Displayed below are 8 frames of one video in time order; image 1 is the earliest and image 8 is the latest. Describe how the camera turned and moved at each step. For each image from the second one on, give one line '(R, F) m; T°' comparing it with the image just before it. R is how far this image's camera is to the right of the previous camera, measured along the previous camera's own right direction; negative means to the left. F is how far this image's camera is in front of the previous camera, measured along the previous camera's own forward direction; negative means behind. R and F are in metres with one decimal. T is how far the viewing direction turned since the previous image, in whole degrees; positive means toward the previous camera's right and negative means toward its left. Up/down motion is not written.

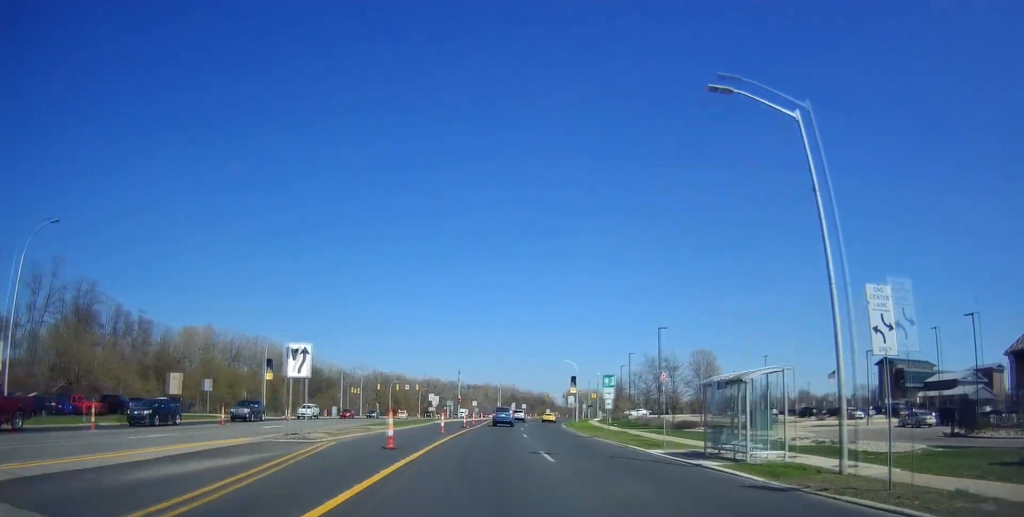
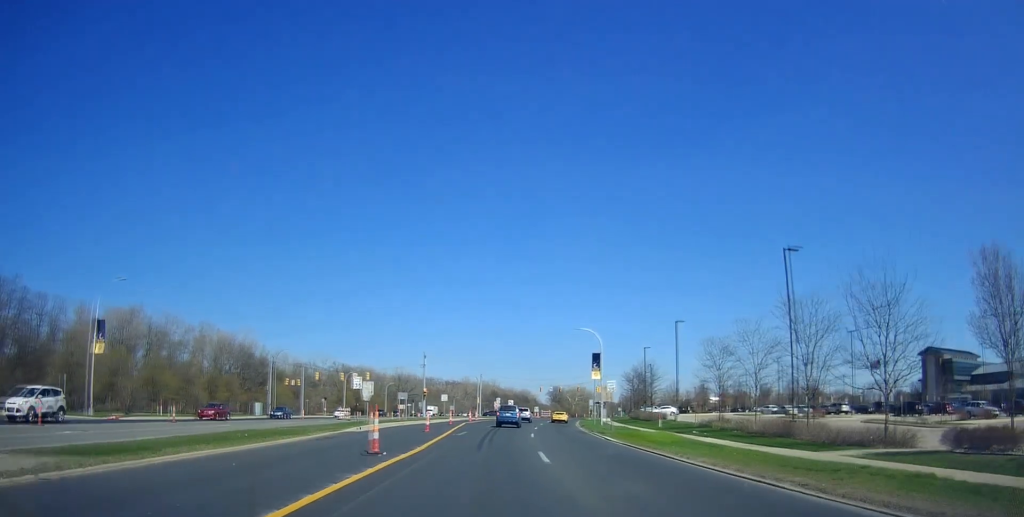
(+0.1, +30.4) m; +1°
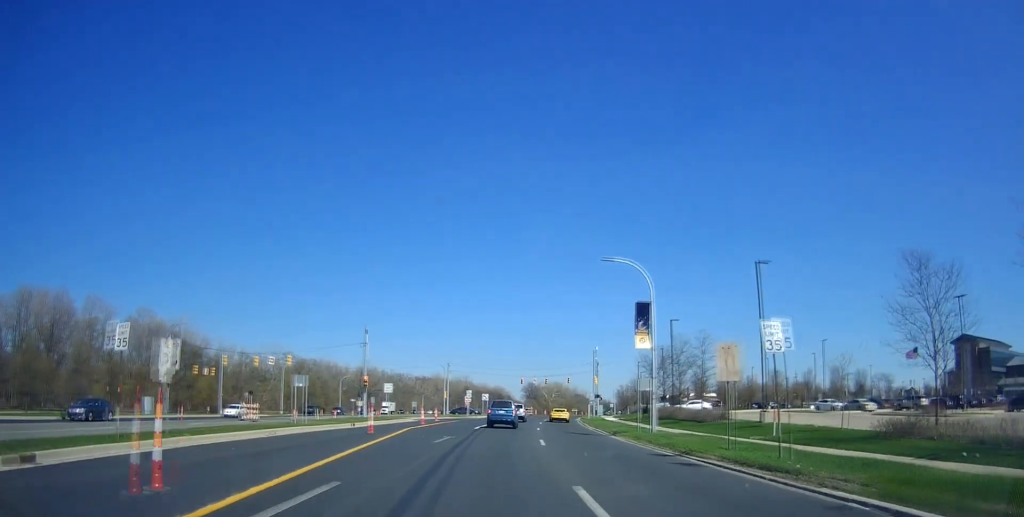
(+0.3, +25.1) m; +3°
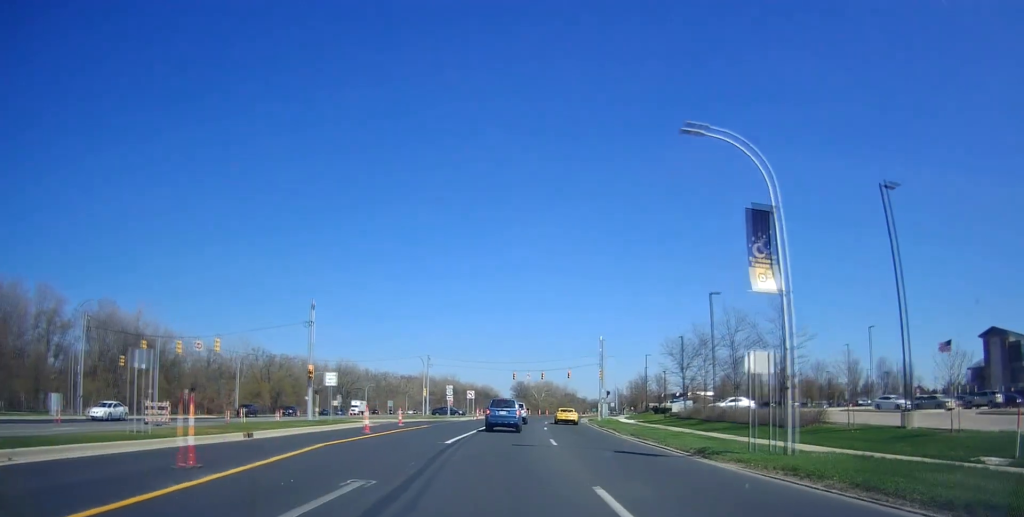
(+0.7, +16.3) m; +1°
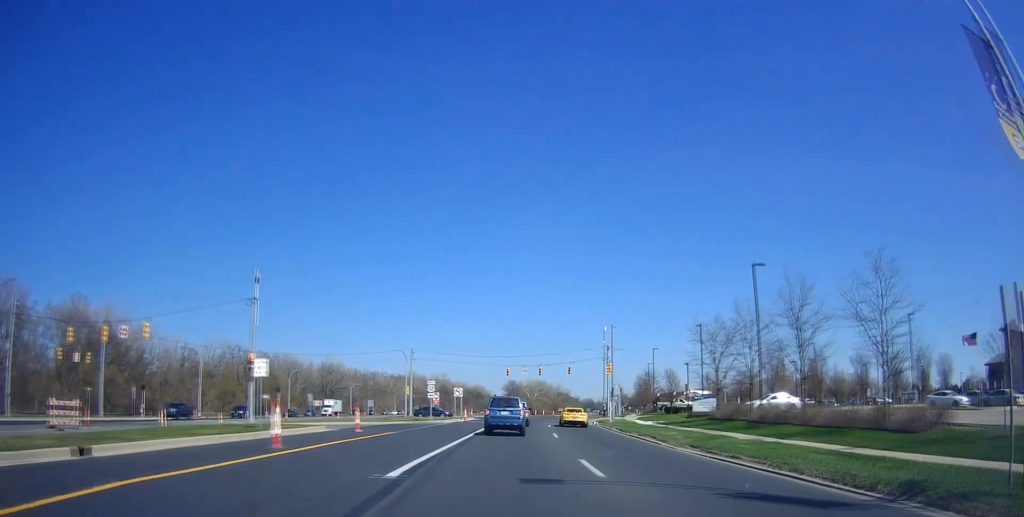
(-0.2, +11.2) m; 0°
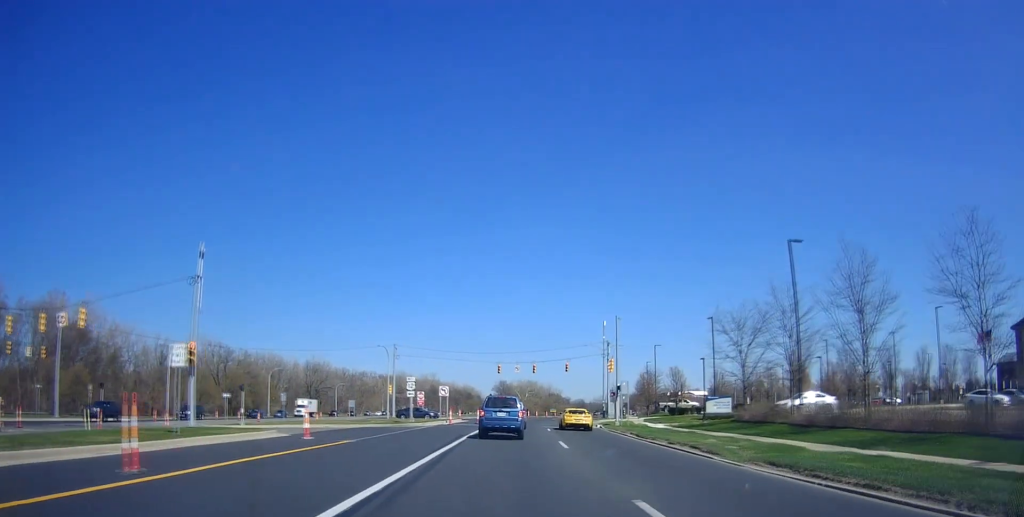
(-0.1, +7.7) m; 0°
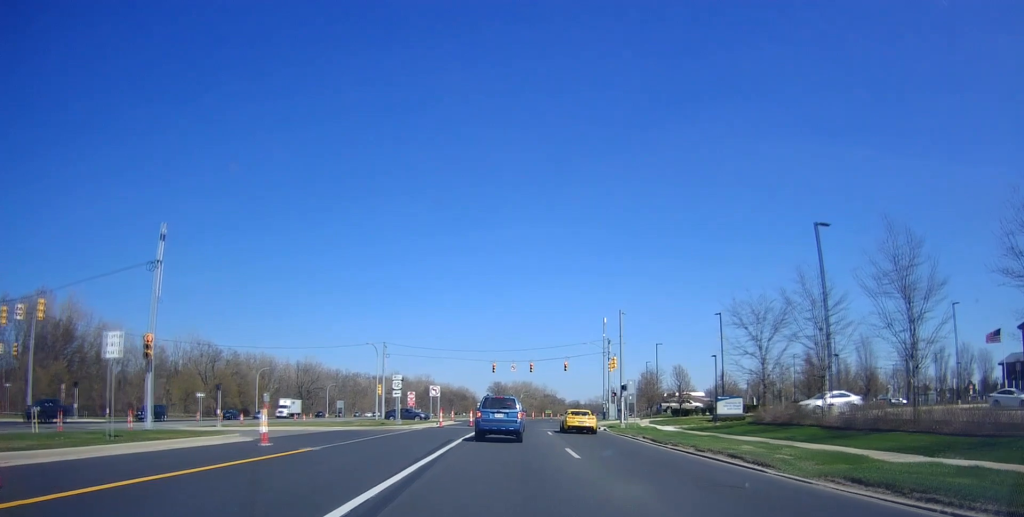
(+0.4, +4.5) m; 0°
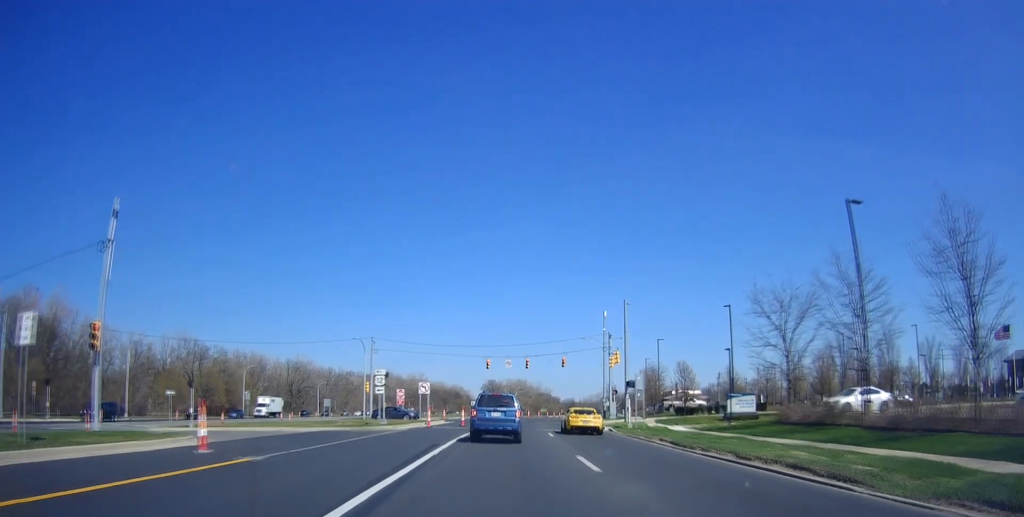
(0.0, +4.5) m; -1°
